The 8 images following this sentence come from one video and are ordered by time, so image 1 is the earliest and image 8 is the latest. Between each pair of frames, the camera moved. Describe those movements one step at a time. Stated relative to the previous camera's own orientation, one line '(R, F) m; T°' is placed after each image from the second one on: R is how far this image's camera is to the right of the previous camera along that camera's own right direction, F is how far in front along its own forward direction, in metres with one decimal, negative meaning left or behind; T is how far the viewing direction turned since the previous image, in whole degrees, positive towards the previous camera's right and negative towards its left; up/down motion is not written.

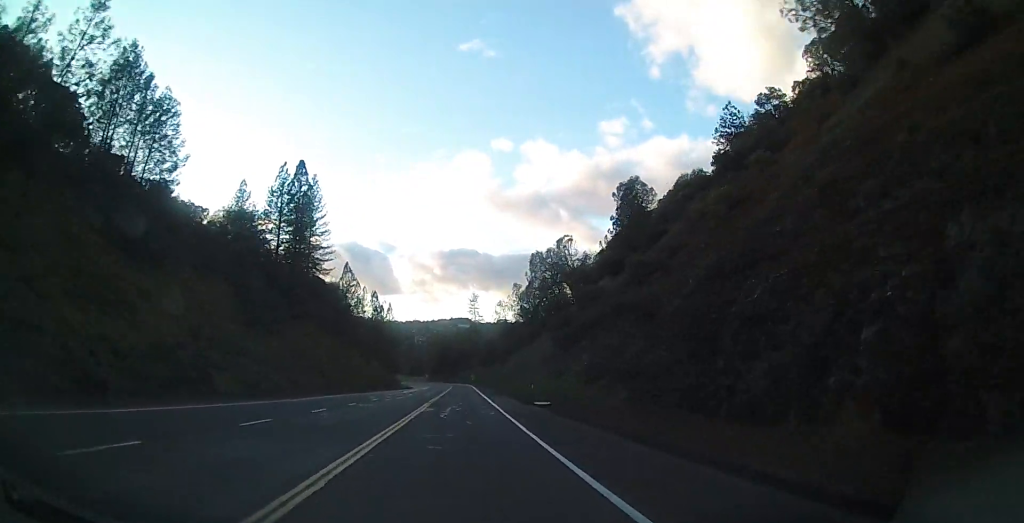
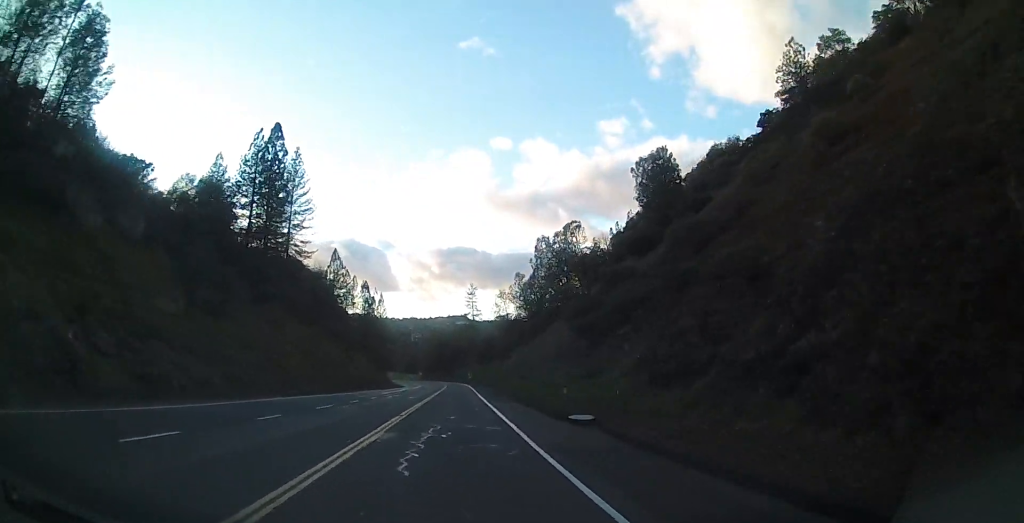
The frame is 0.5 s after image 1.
(-0.1, +12.8) m; 0°
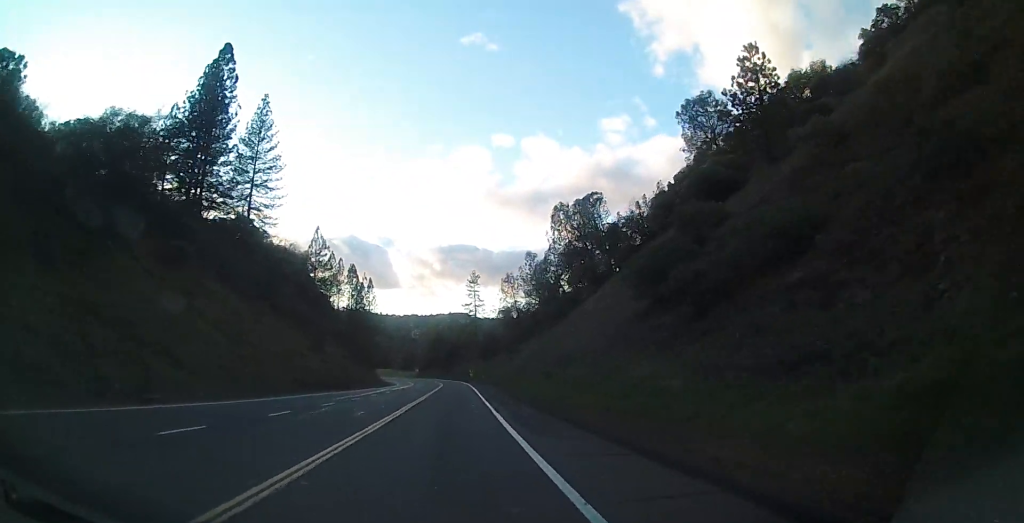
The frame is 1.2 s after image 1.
(+0.2, +20.5) m; 0°
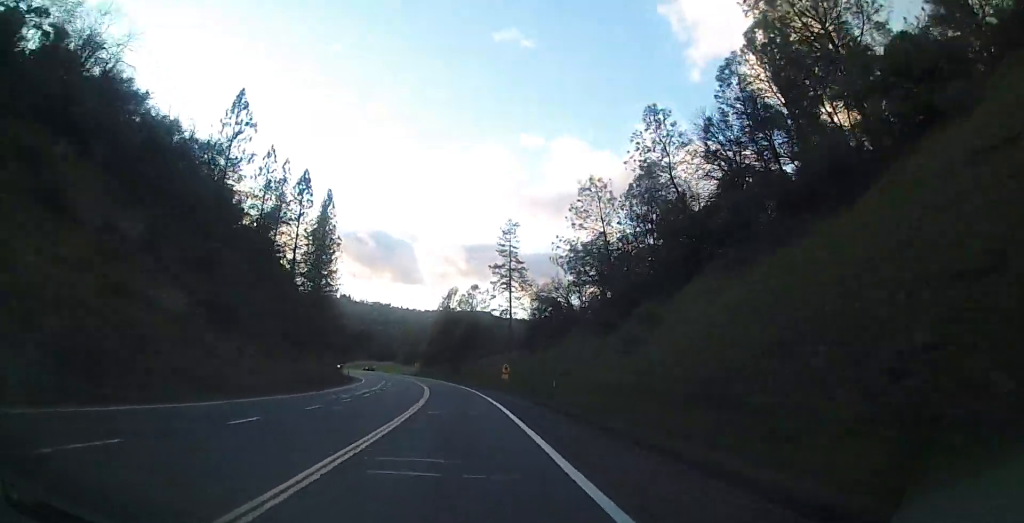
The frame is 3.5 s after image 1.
(-0.4, +64.4) m; -1°
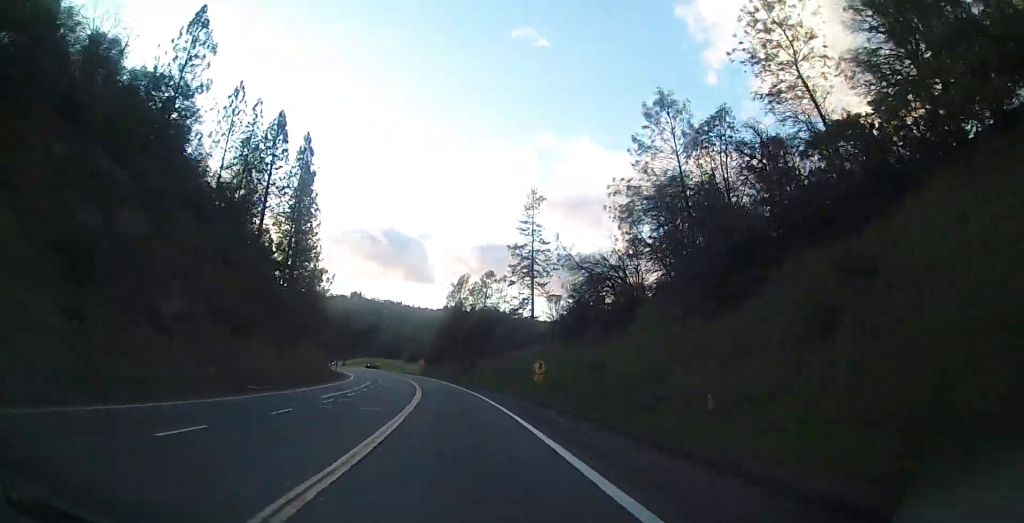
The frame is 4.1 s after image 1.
(-0.3, +19.0) m; -1°
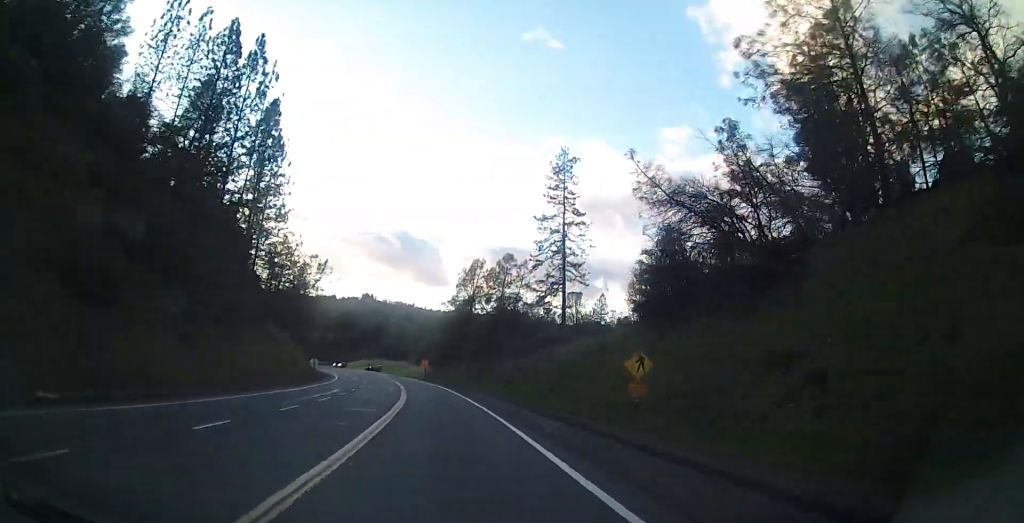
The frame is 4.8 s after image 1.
(-0.3, +19.9) m; -2°
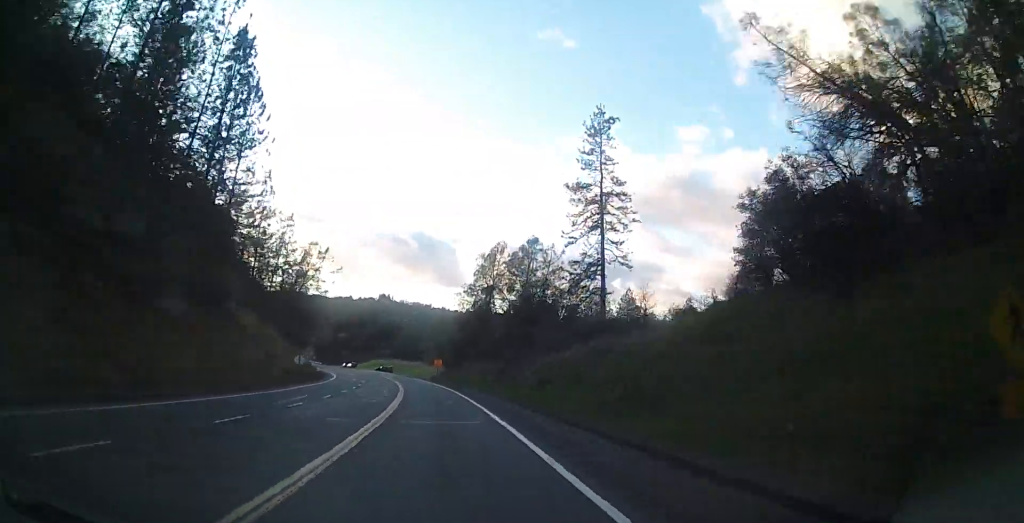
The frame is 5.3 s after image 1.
(+0.2, +13.3) m; -2°
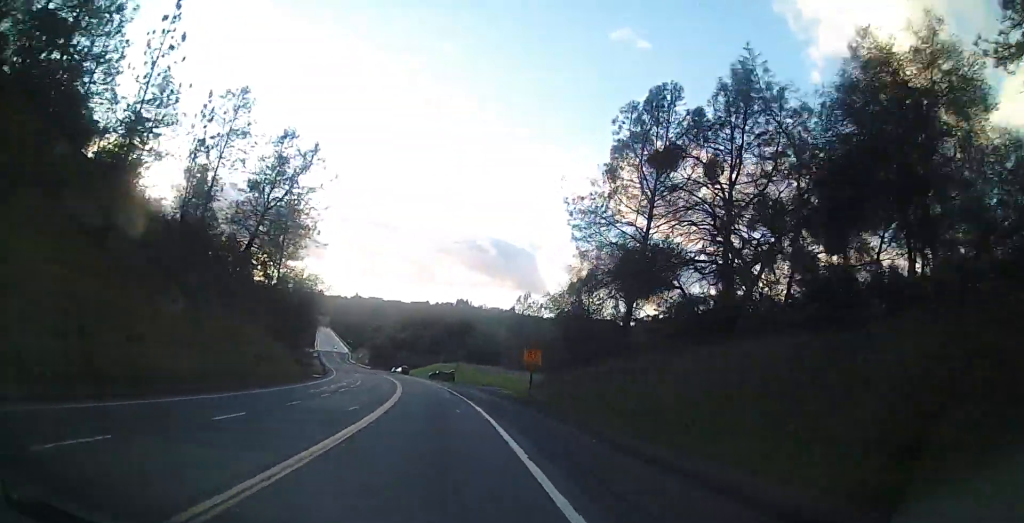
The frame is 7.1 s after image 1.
(-3.4, +51.9) m; -6°
